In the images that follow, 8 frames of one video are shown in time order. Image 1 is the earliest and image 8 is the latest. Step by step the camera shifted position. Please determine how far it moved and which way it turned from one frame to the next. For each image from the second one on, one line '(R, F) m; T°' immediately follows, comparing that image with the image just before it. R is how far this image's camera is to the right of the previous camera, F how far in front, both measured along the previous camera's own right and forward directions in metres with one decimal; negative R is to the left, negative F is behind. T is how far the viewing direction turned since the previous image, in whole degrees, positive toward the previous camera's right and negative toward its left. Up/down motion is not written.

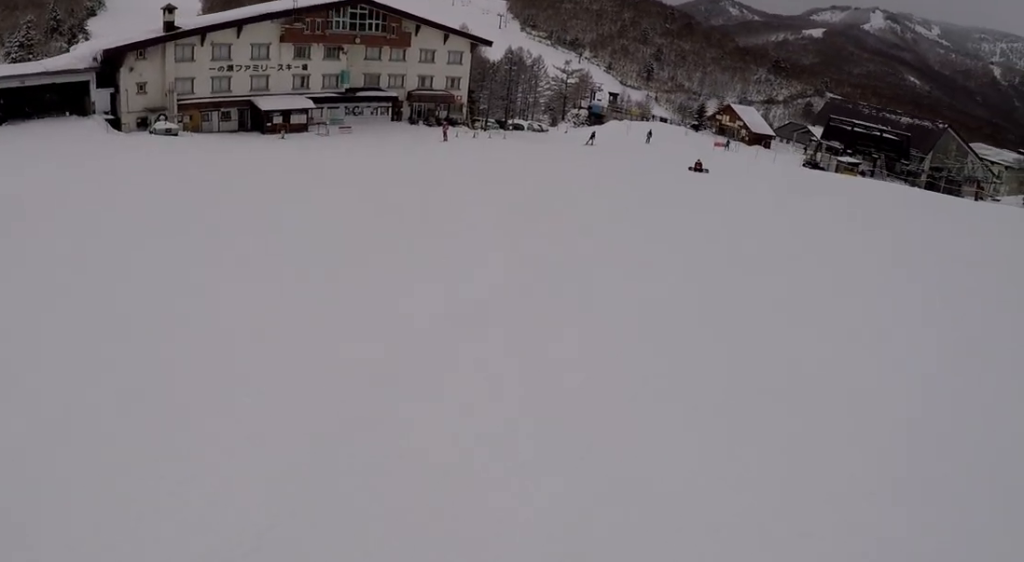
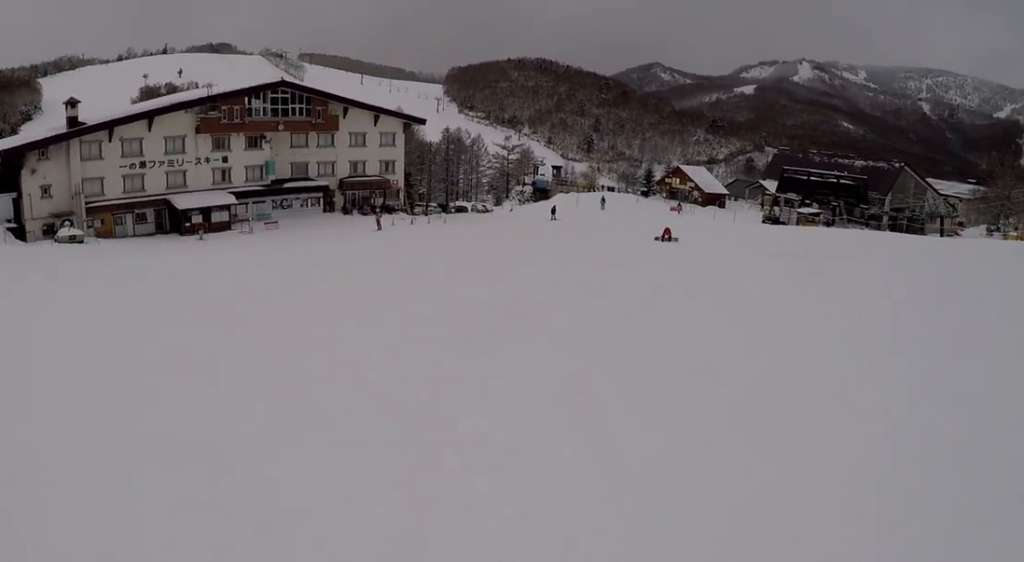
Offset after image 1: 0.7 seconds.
(+0.2, +6.4) m; -1°
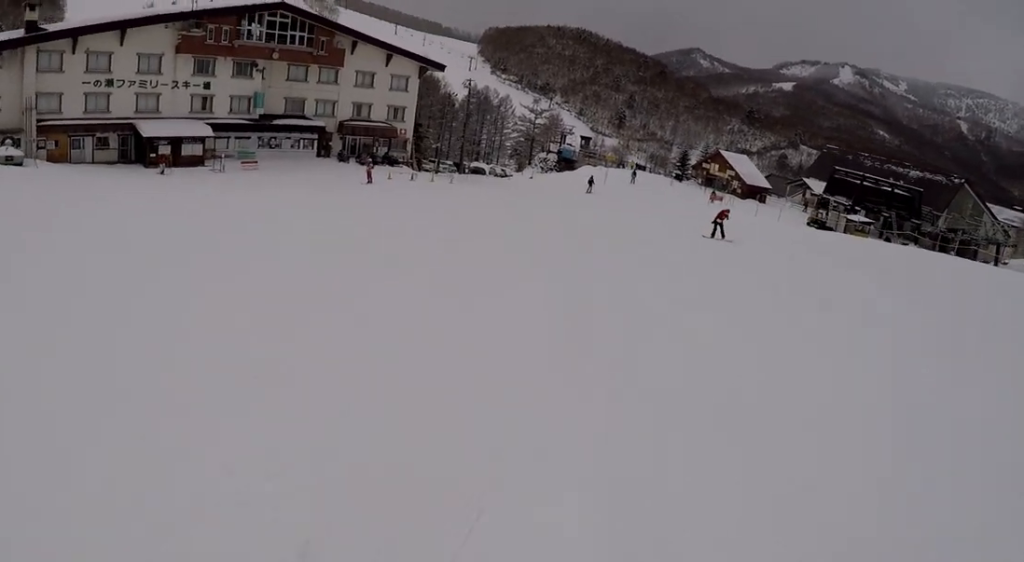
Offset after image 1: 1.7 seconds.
(-0.6, +8.8) m; -3°
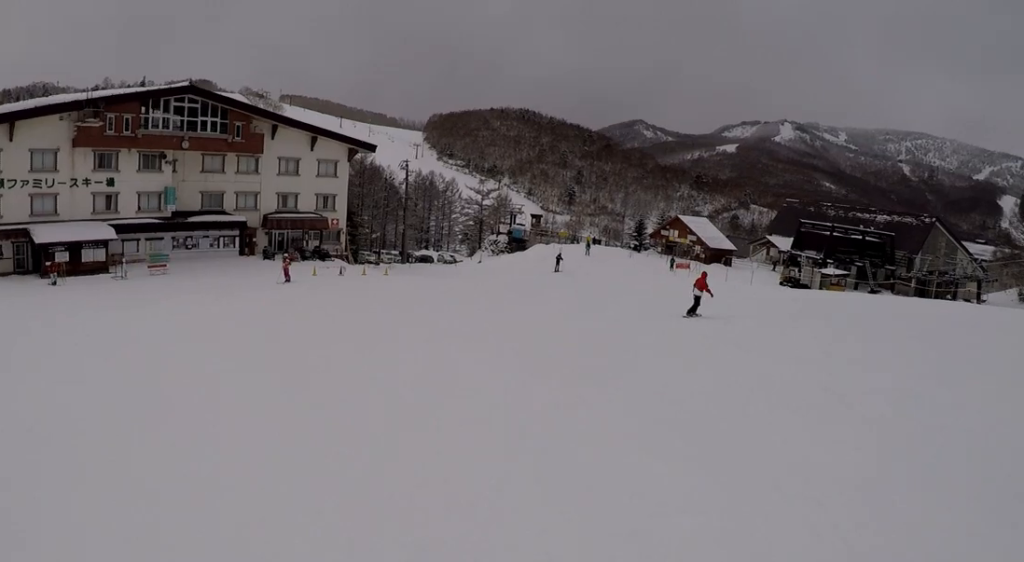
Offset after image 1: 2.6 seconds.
(0.0, +7.0) m; +4°
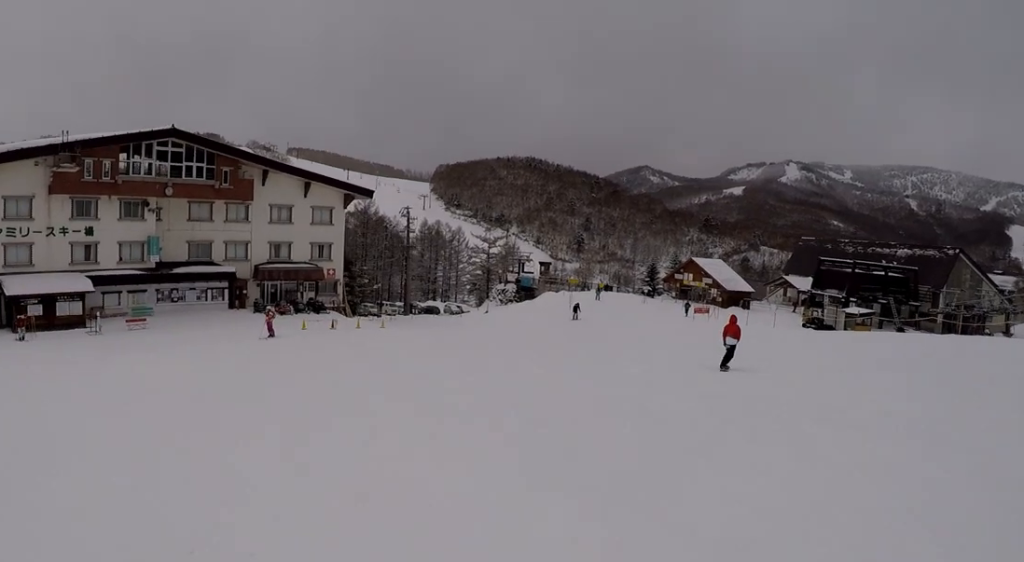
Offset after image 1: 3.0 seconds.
(+0.3, +4.0) m; 0°
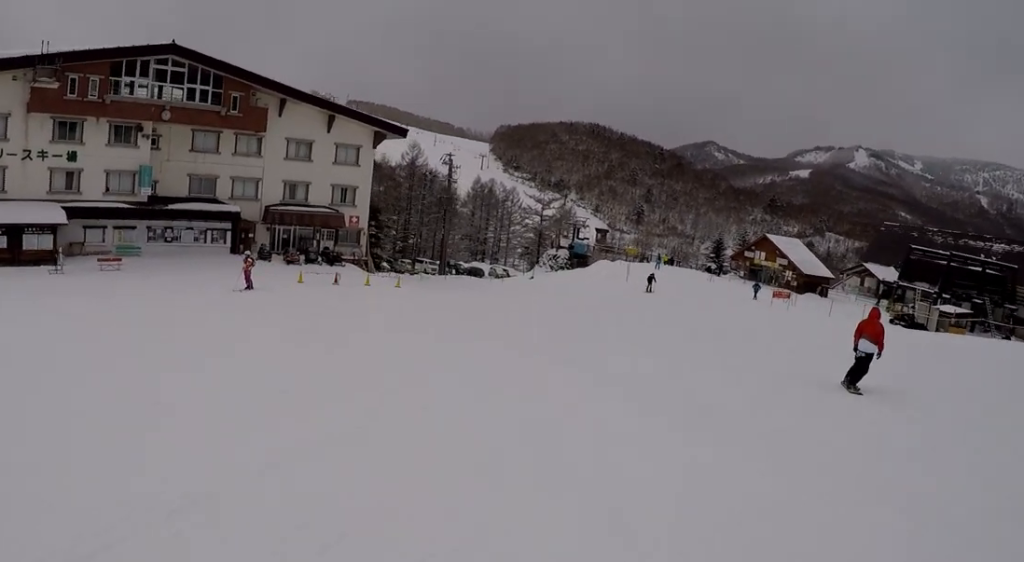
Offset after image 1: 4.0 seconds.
(0.0, +8.2) m; +1°
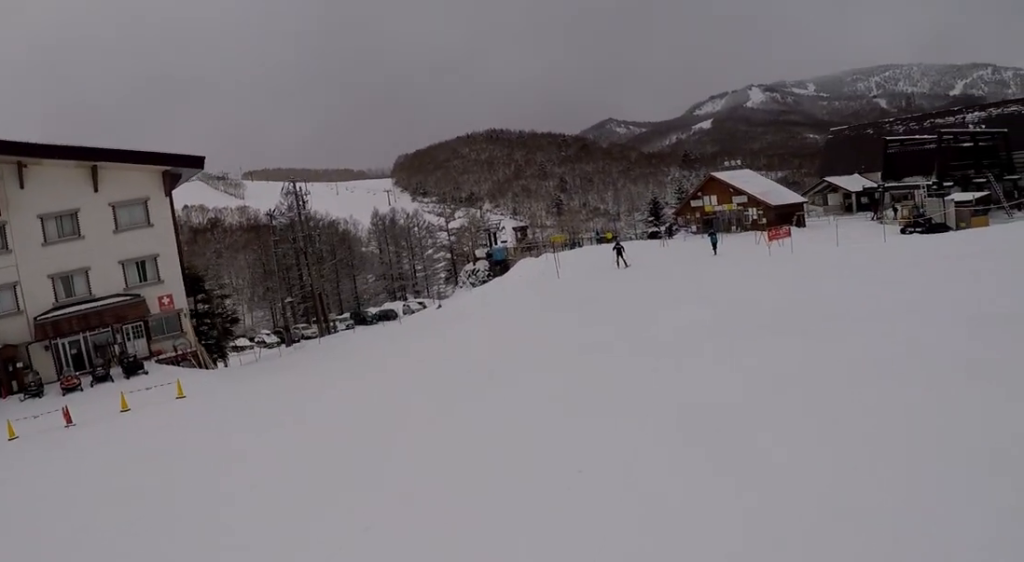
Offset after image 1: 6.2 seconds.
(+0.1, +16.3) m; +1°
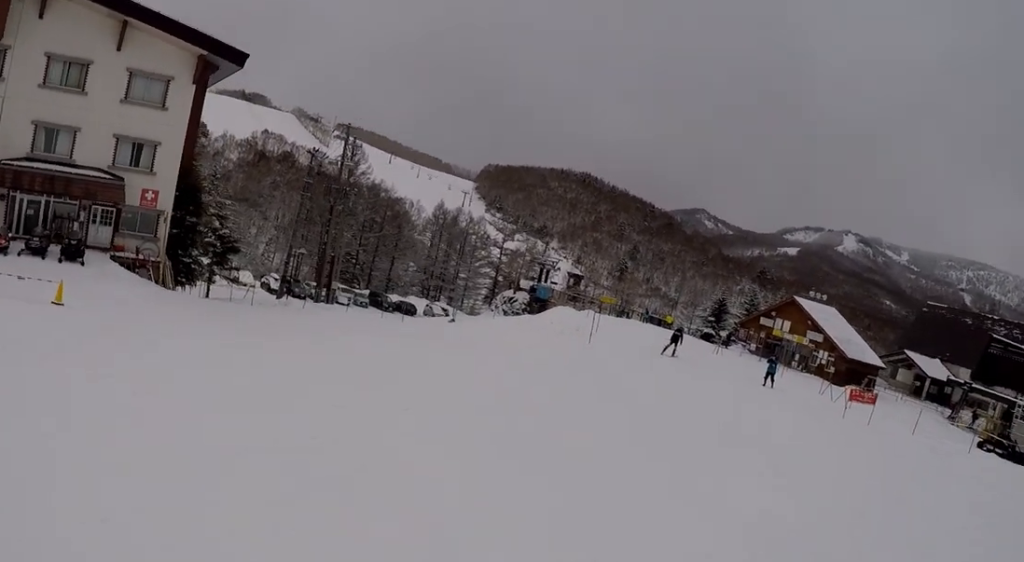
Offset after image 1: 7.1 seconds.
(+0.2, +6.4) m; +5°
